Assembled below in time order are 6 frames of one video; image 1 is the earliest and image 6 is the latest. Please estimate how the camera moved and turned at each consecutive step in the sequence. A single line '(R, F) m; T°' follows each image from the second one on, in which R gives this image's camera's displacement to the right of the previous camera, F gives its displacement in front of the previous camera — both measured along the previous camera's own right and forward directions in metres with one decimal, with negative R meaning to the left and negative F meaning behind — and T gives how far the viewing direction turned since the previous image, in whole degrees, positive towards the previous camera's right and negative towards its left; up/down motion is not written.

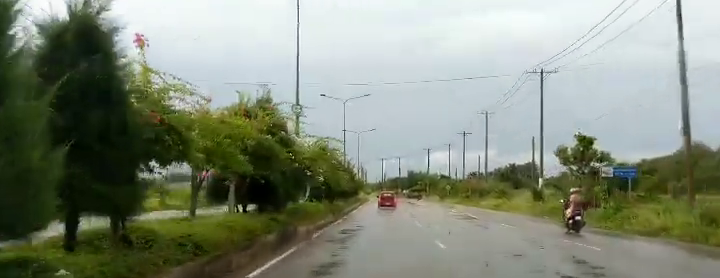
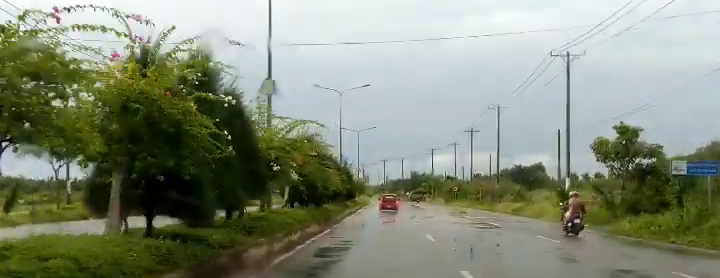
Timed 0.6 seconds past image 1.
(0.0, +7.9) m; 0°
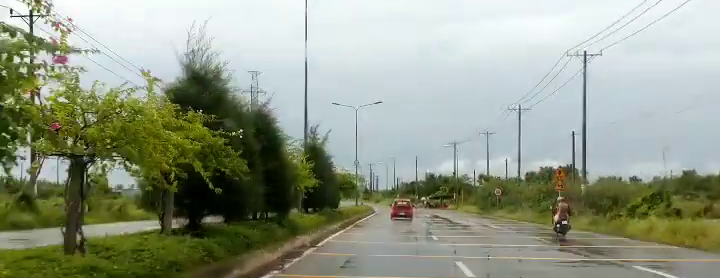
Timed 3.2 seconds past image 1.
(-0.2, +33.4) m; 0°
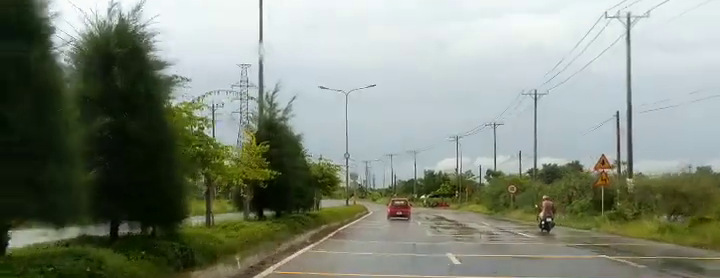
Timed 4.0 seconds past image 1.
(+0.5, +10.1) m; 0°
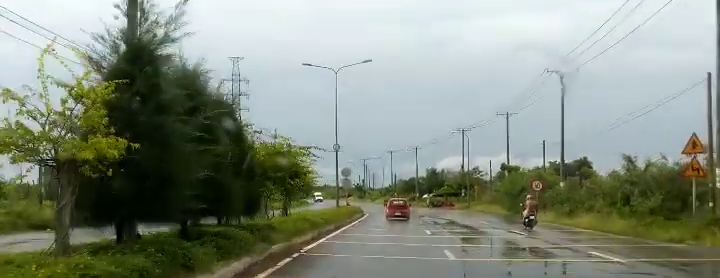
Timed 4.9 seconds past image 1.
(-0.5, +11.1) m; -4°
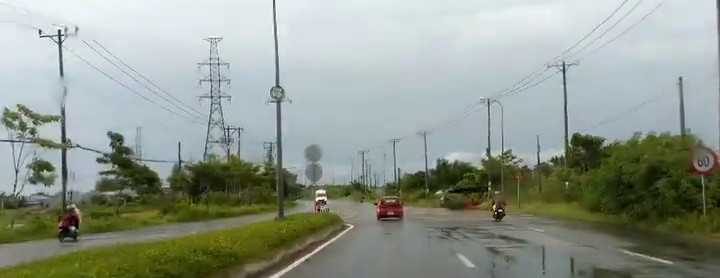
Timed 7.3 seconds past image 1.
(+0.4, +27.1) m; +5°
